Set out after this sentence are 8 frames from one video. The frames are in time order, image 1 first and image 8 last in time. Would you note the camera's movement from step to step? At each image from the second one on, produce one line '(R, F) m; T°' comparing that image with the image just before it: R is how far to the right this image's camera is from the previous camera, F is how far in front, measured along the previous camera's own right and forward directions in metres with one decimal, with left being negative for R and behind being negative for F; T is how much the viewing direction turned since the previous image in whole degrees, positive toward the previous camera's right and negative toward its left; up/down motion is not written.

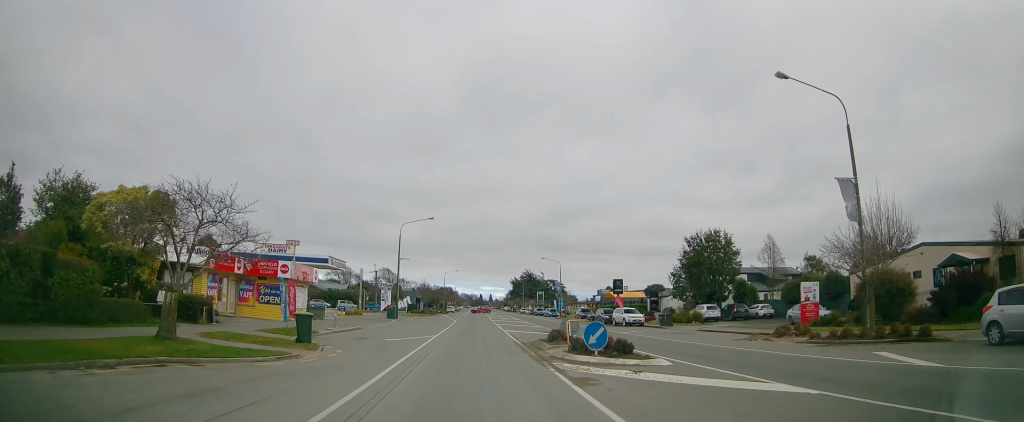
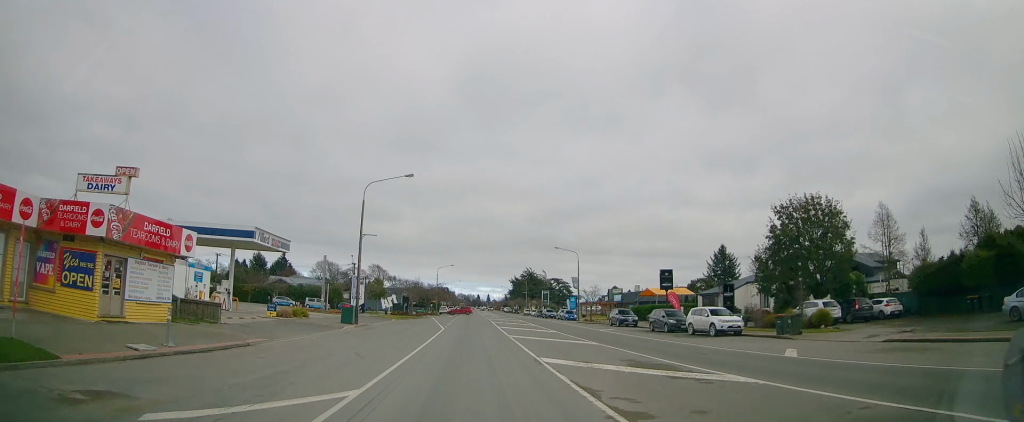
(+0.4, +19.2) m; +1°
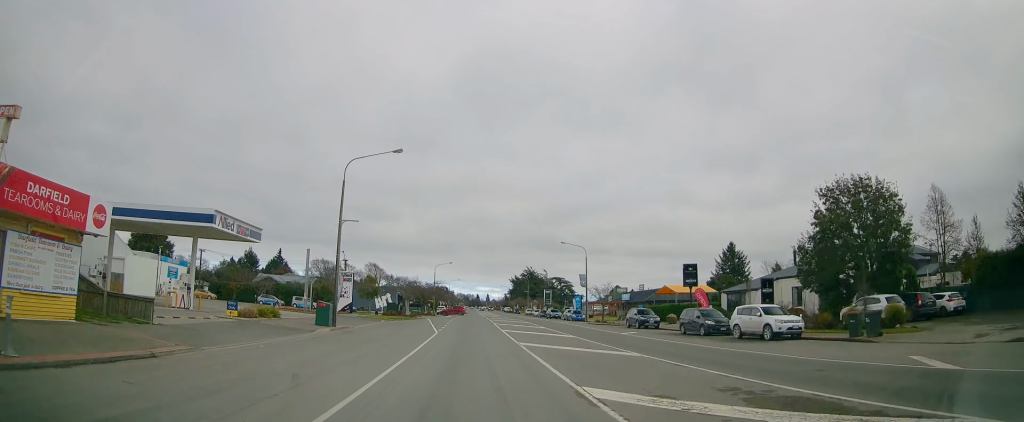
(+0.1, +6.2) m; 0°
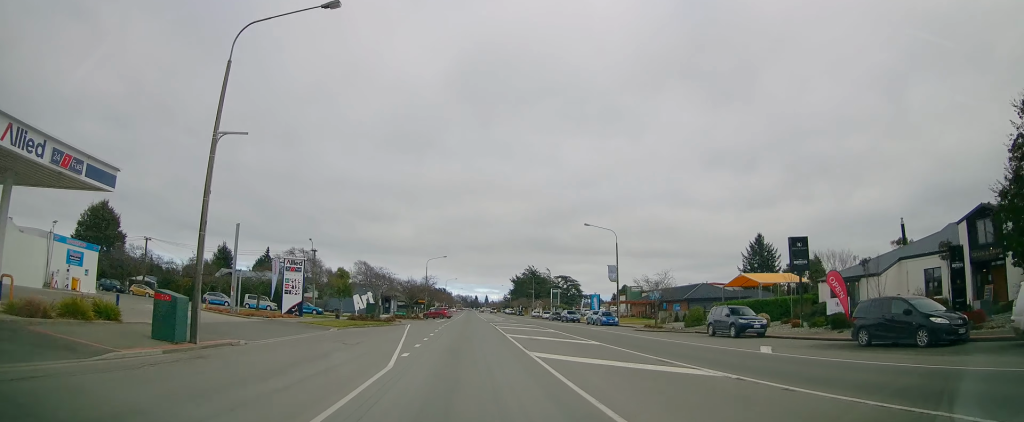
(-0.3, +17.0) m; -1°
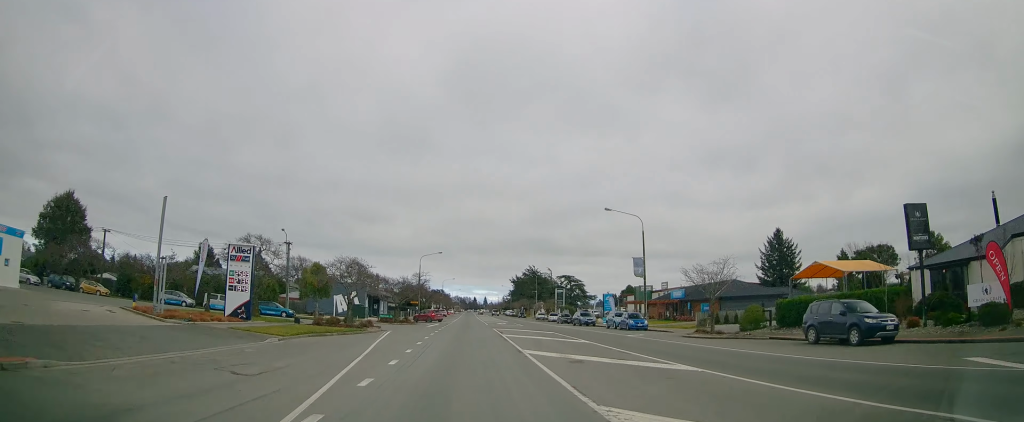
(0.0, +9.9) m; 0°
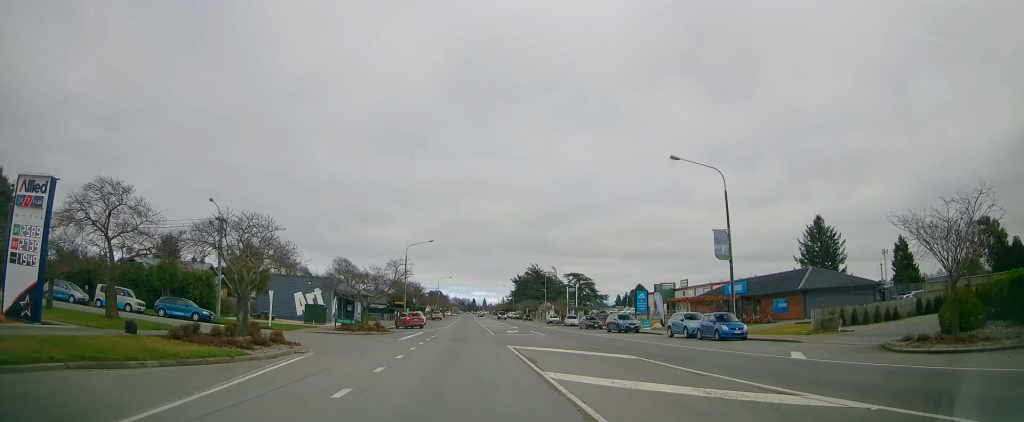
(-0.1, +17.8) m; 0°
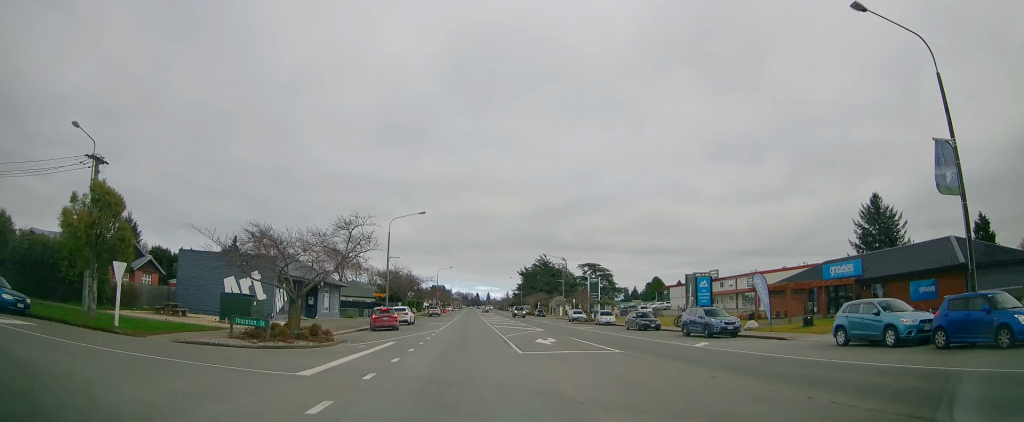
(+0.1, +17.5) m; 0°
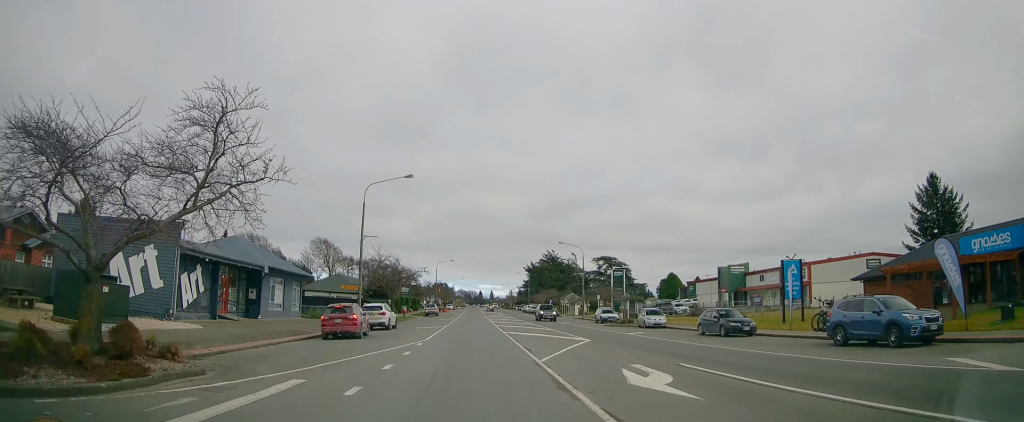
(0.0, +14.2) m; 0°
